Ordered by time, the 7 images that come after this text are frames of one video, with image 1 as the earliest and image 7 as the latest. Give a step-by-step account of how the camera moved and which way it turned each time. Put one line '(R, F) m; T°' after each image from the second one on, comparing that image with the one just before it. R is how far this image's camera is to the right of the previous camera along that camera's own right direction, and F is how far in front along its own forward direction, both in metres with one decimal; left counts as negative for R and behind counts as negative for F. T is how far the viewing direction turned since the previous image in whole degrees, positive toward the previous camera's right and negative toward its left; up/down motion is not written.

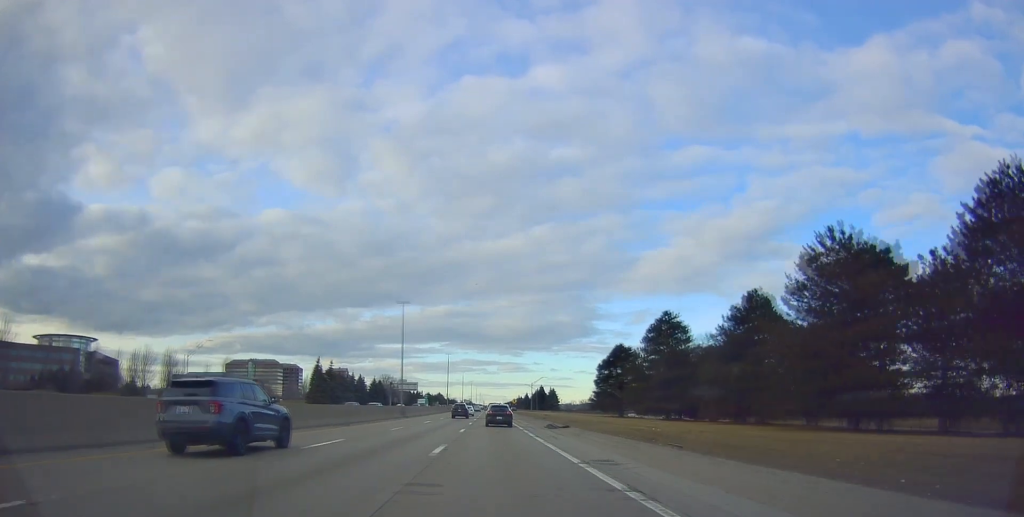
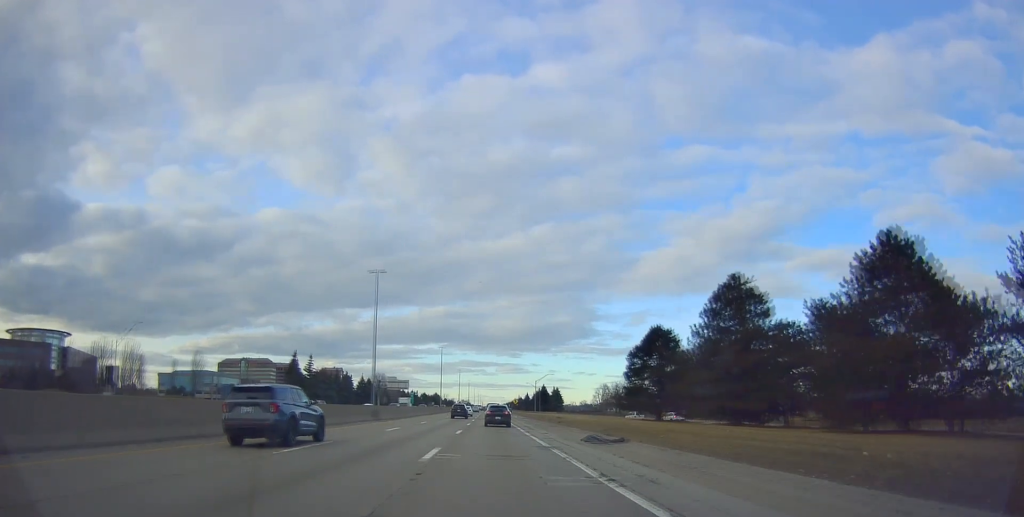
(-0.3, +17.0) m; +1°
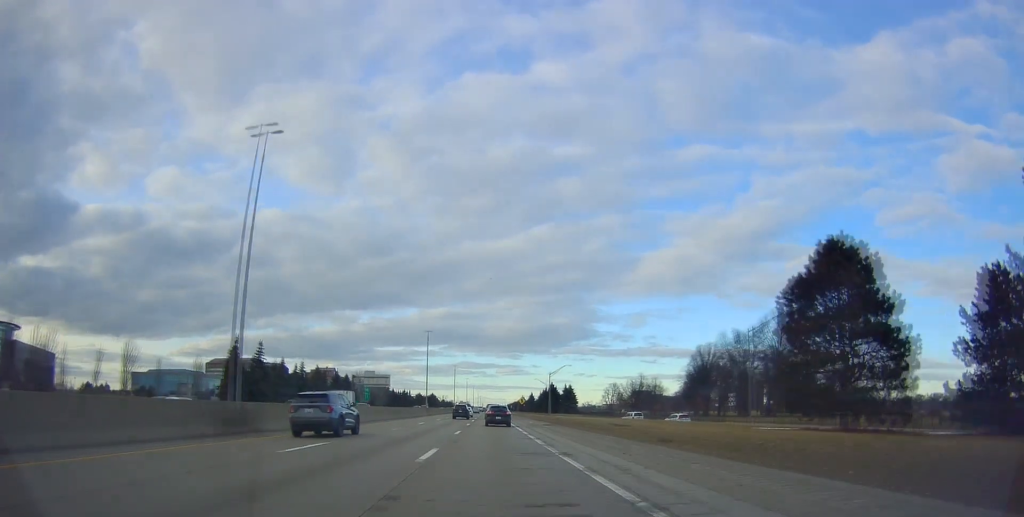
(+0.7, +31.2) m; 0°
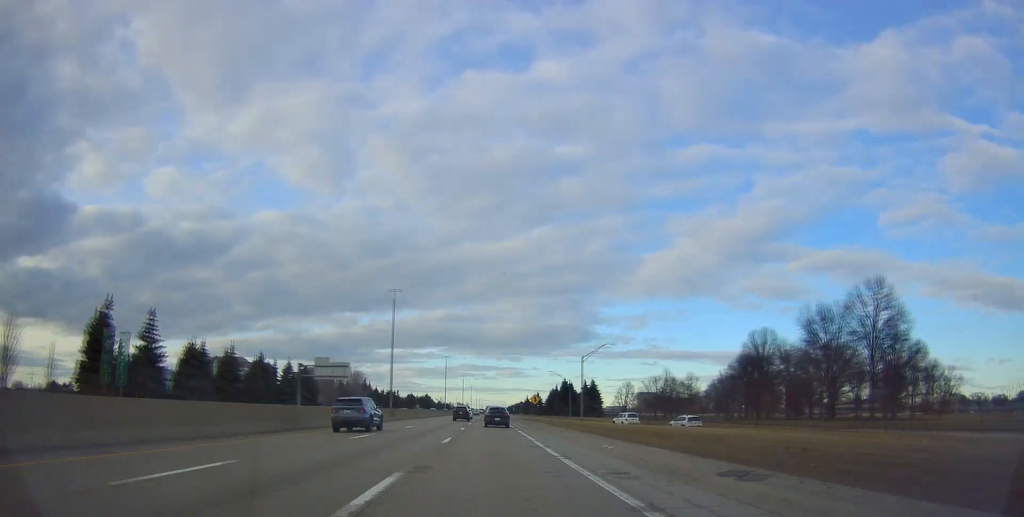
(-1.4, +38.2) m; -2°
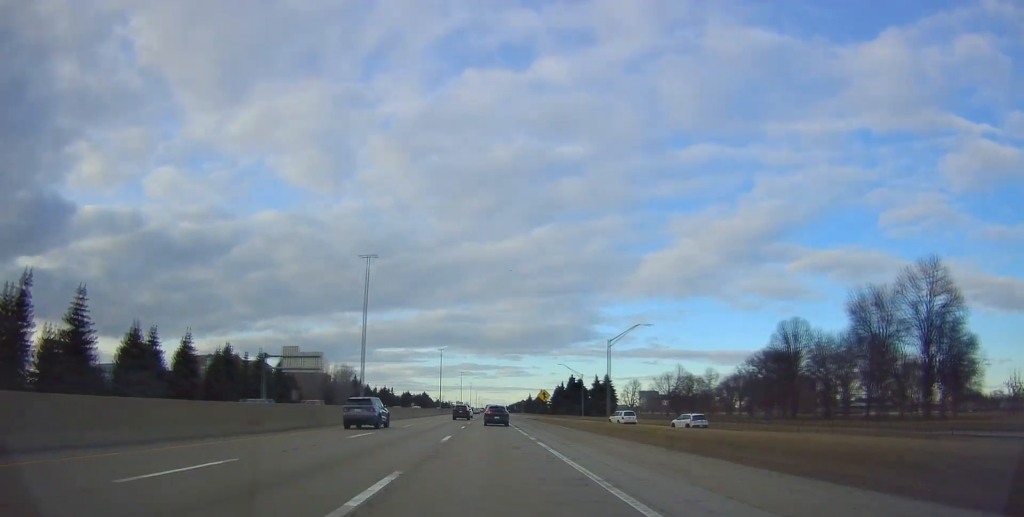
(-0.4, +15.6) m; +1°
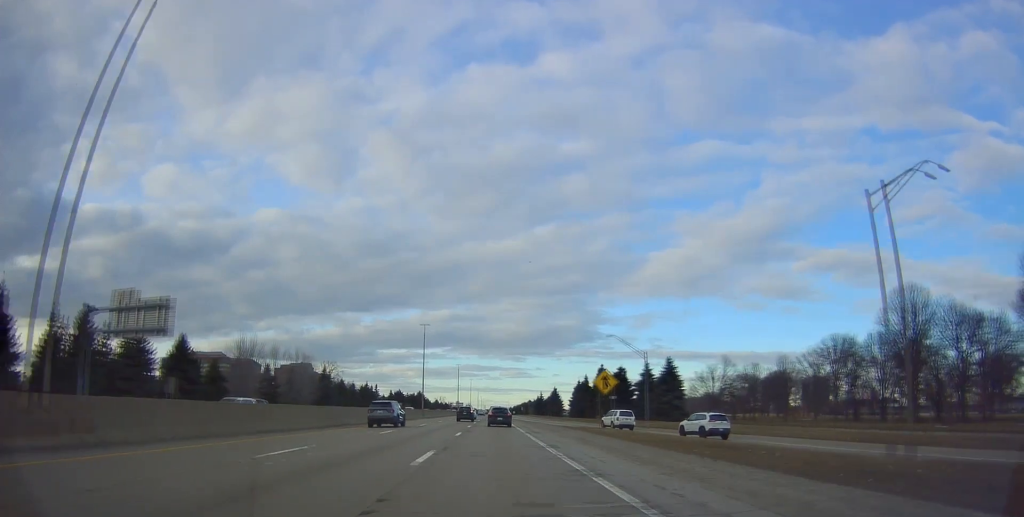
(+1.3, +40.1) m; +1°
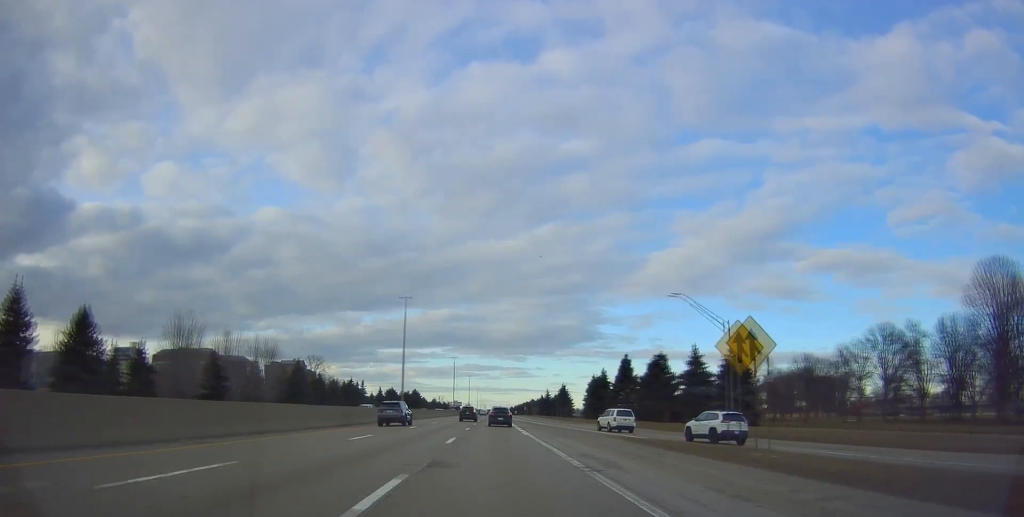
(-0.2, +21.9) m; -1°
